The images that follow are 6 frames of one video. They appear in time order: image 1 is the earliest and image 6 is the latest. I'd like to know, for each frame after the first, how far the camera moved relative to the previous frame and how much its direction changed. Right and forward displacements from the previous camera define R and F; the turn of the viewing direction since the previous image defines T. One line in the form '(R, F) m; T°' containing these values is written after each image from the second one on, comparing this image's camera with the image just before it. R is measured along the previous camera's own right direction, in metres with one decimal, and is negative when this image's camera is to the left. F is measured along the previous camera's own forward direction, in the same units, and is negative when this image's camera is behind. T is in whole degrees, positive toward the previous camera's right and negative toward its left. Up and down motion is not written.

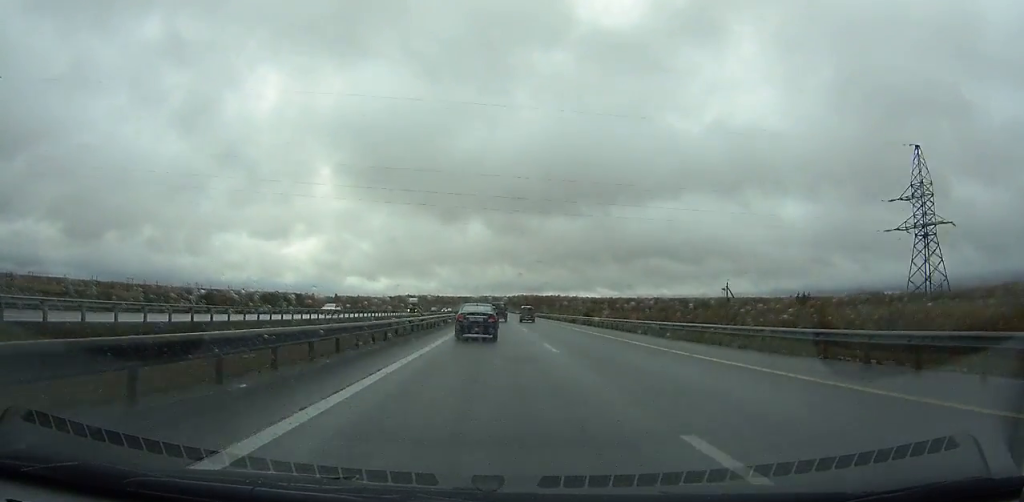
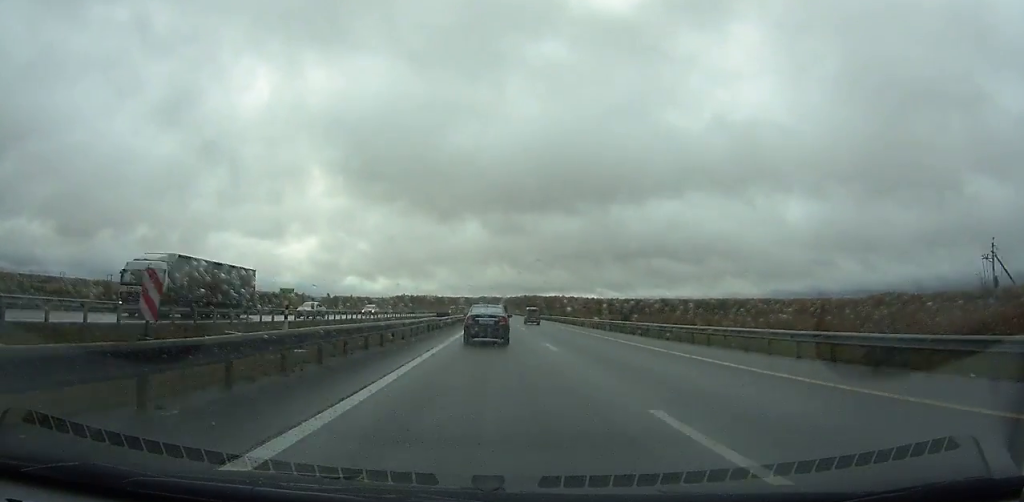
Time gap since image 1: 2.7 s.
(0.0, +63.3) m; 0°
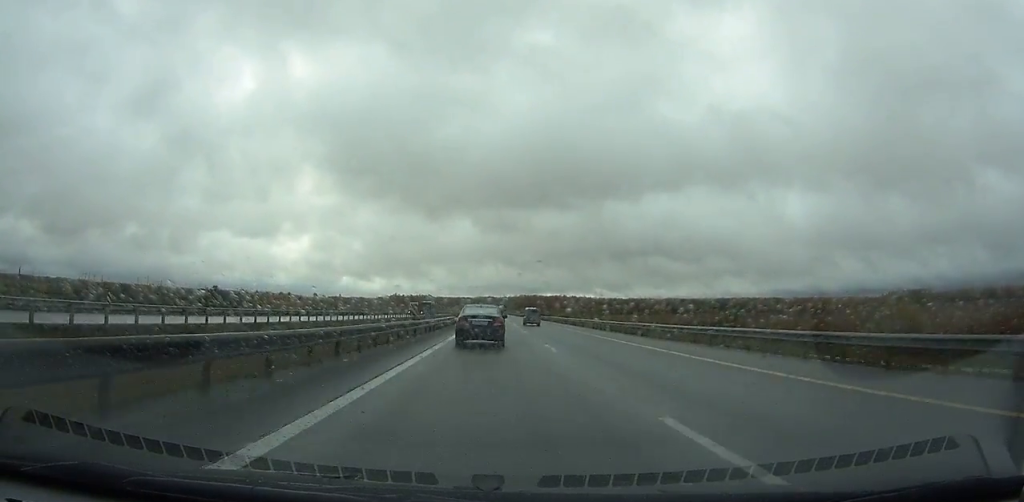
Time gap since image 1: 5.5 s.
(0.0, +64.3) m; 0°
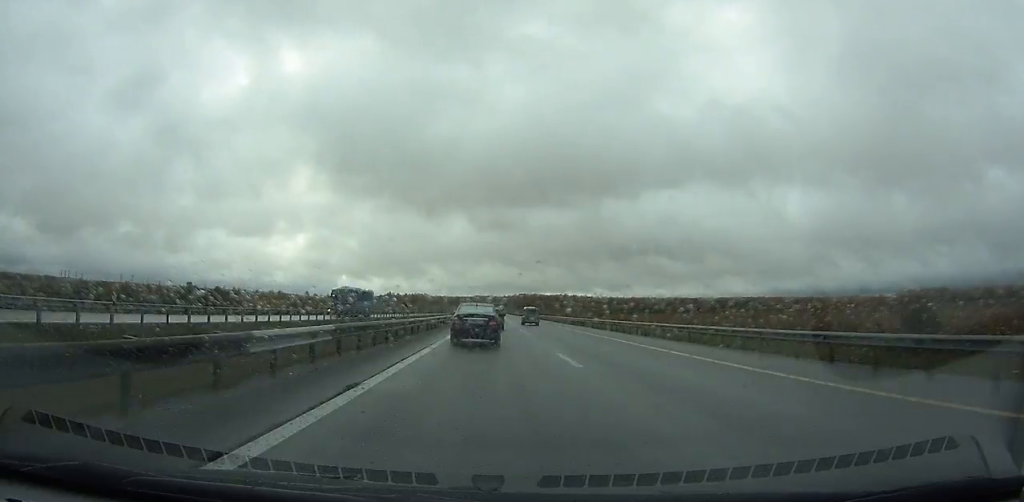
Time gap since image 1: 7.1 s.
(0.0, +36.3) m; 0°
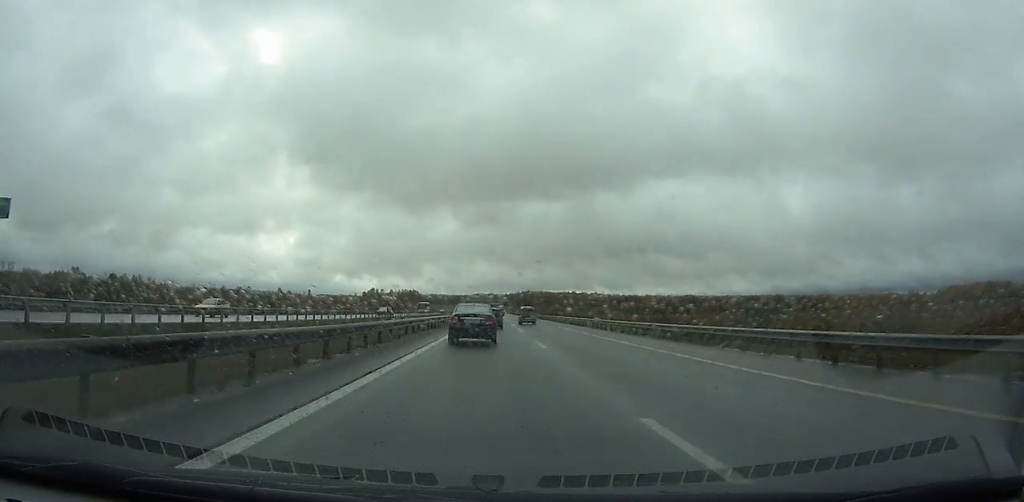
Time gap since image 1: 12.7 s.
(+0.1, +123.7) m; 0°
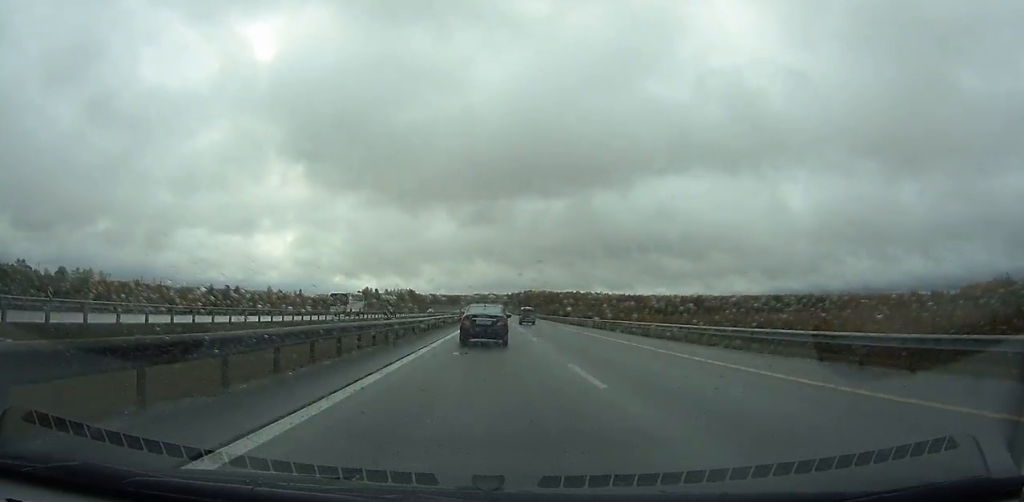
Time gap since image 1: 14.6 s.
(-0.1, +41.4) m; 0°
